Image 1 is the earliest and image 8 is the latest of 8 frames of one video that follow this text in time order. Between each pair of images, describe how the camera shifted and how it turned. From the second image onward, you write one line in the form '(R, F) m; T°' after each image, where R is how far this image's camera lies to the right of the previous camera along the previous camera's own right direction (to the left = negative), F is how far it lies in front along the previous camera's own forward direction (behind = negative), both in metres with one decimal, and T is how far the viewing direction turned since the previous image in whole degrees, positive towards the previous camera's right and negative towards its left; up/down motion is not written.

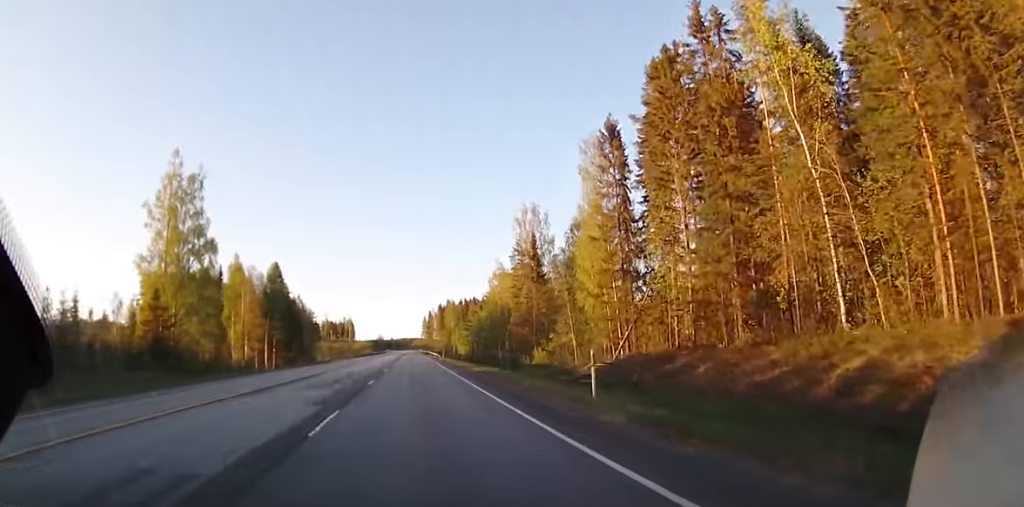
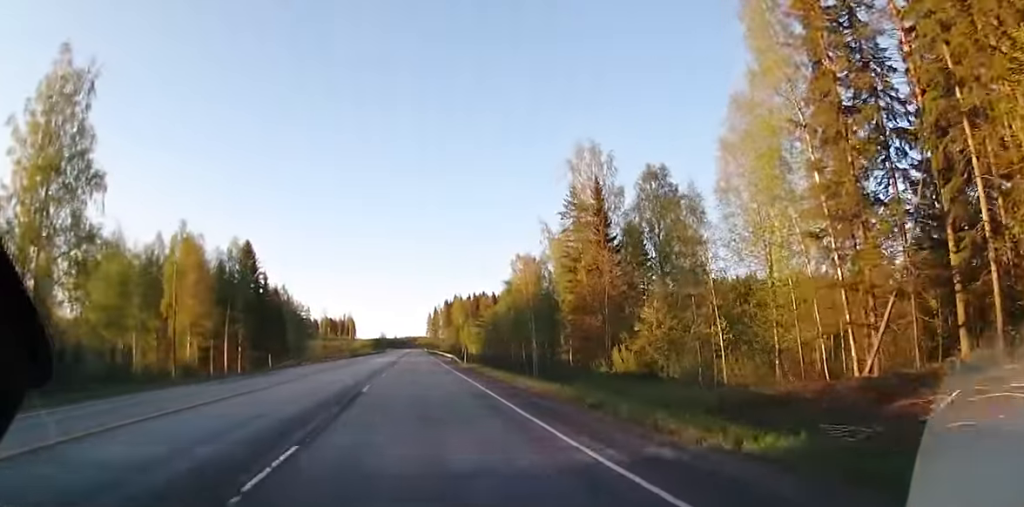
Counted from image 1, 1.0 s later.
(+0.3, +27.3) m; 0°
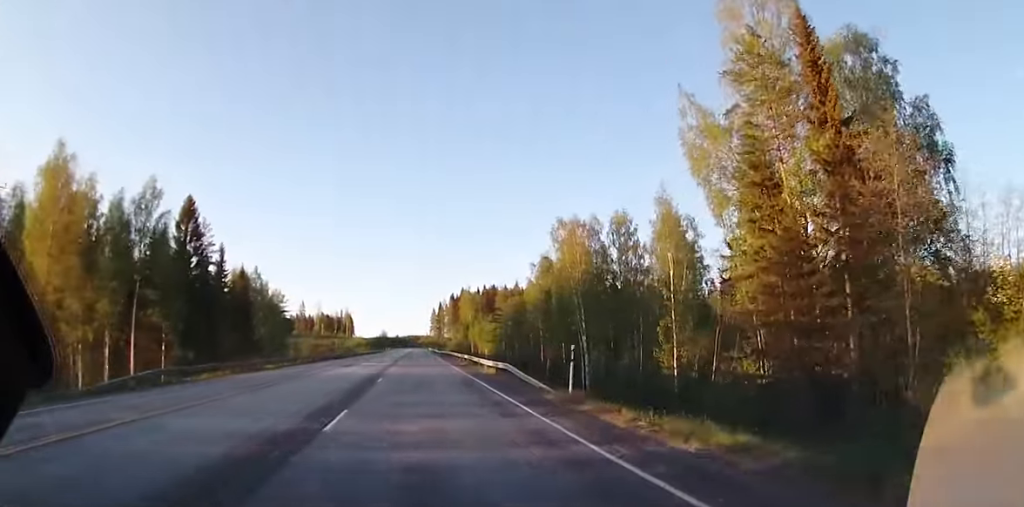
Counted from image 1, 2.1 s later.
(-0.3, +31.8) m; -1°
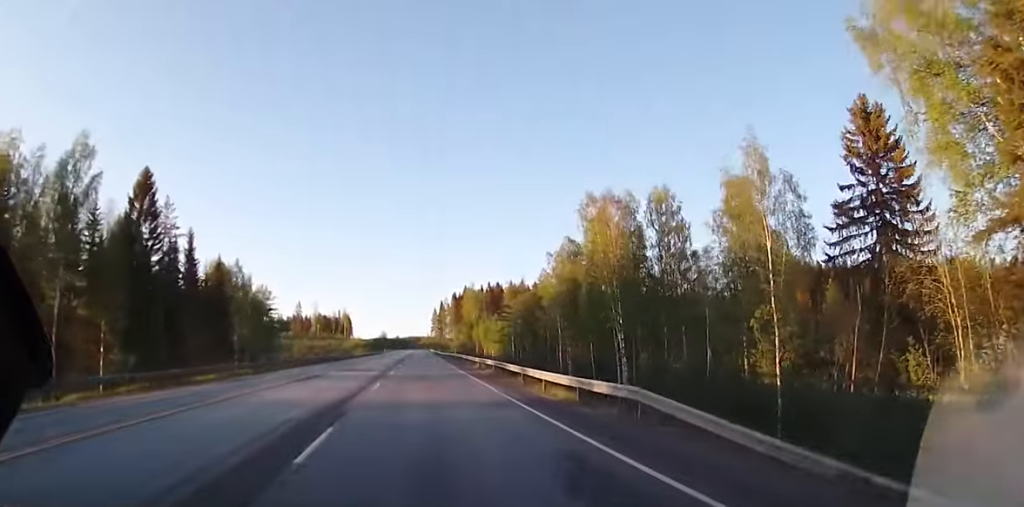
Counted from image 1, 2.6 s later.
(0.0, +14.5) m; 0°
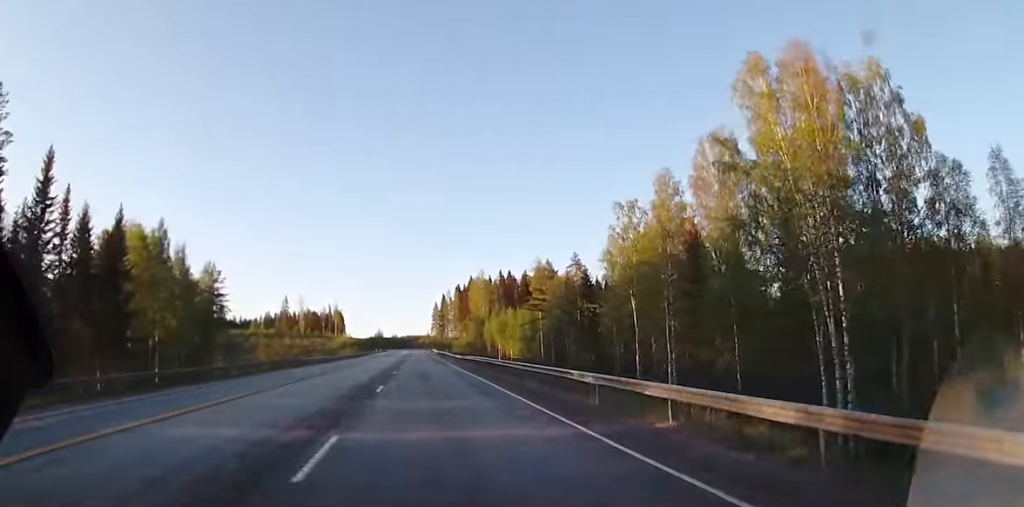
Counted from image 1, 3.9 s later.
(-0.2, +36.7) m; 0°
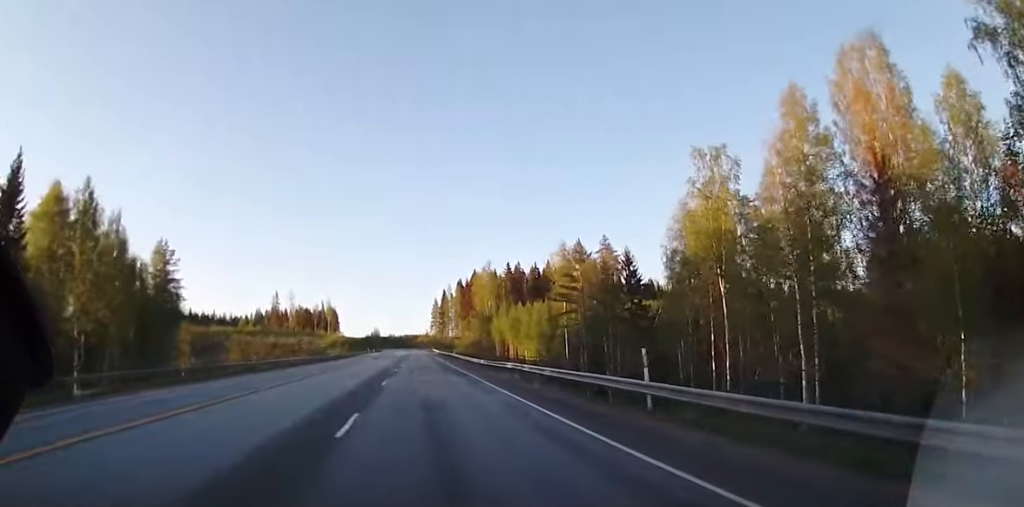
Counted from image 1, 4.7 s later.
(0.0, +20.8) m; 0°
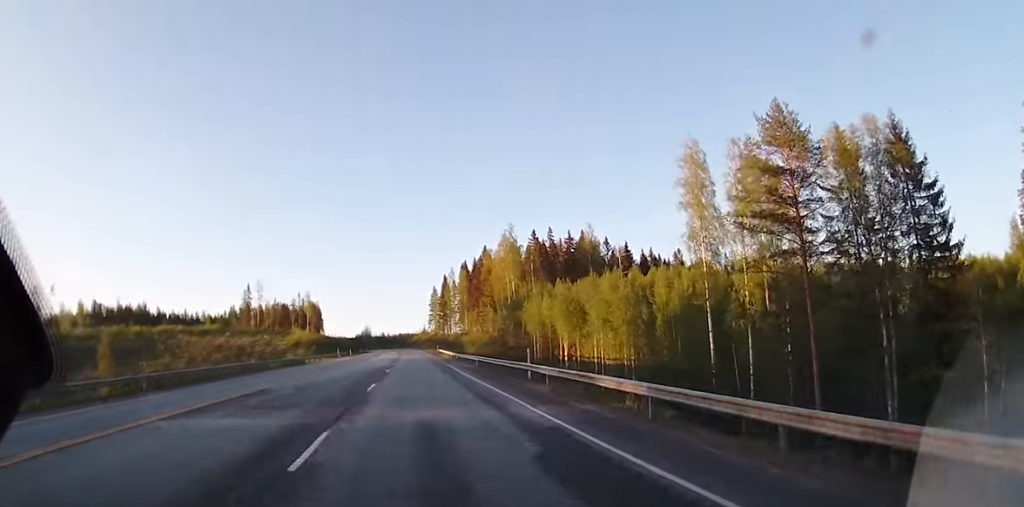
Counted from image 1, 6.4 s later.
(+0.2, +50.2) m; +1°
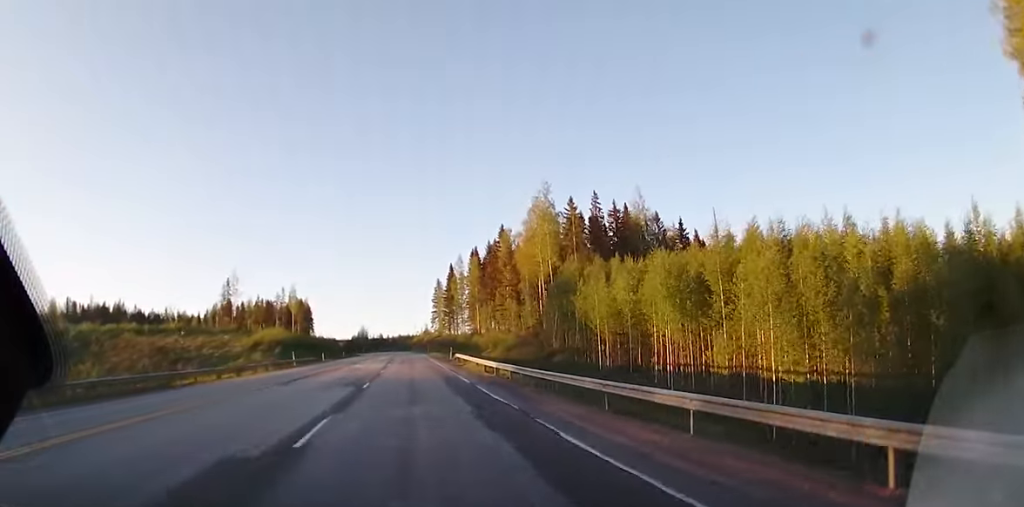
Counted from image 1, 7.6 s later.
(0.0, +34.0) m; 0°
